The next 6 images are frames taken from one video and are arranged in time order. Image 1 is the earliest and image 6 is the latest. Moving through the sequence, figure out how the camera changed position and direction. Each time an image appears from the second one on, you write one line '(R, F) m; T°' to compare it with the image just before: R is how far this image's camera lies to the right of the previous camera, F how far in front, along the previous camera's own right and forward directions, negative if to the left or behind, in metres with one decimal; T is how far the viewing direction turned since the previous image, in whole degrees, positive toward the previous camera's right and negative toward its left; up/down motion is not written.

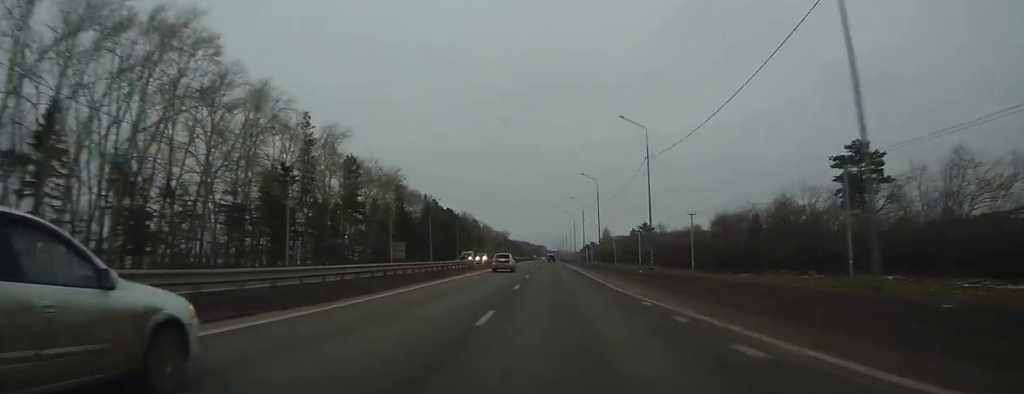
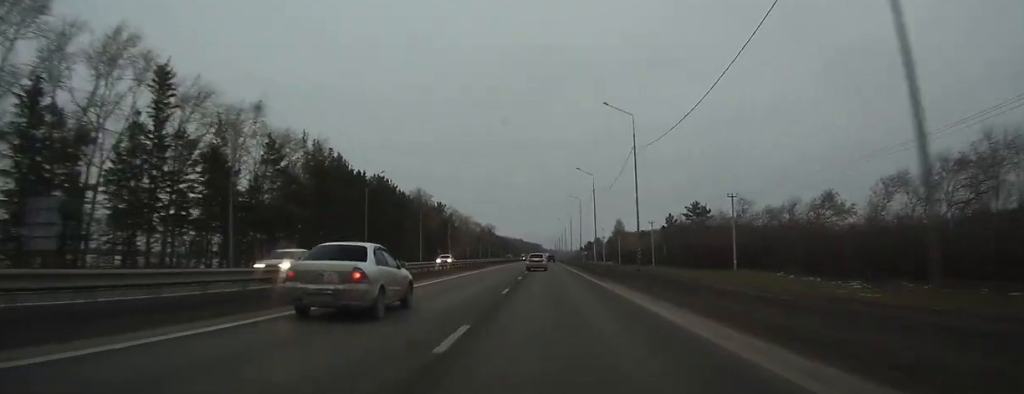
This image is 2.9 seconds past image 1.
(0.0, +74.7) m; 0°
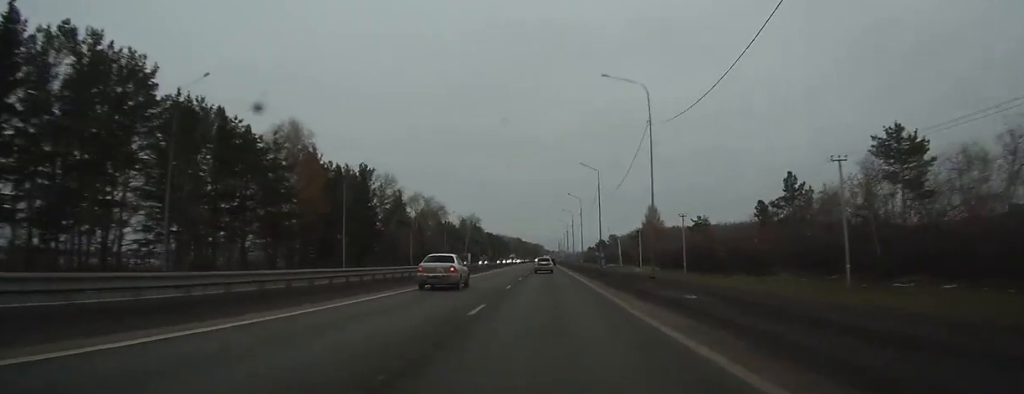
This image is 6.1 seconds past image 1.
(0.0, +79.3) m; 0°
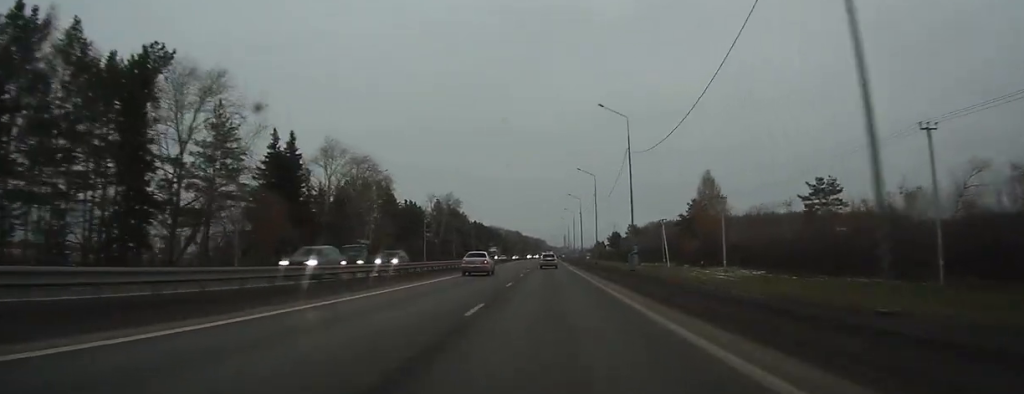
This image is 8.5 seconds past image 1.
(-0.2, +61.8) m; 0°
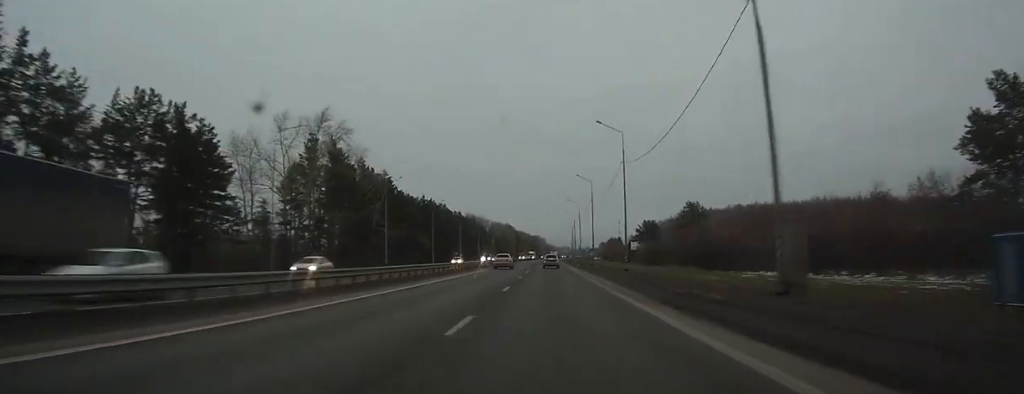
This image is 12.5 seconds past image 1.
(+0.5, +99.5) m; +1°
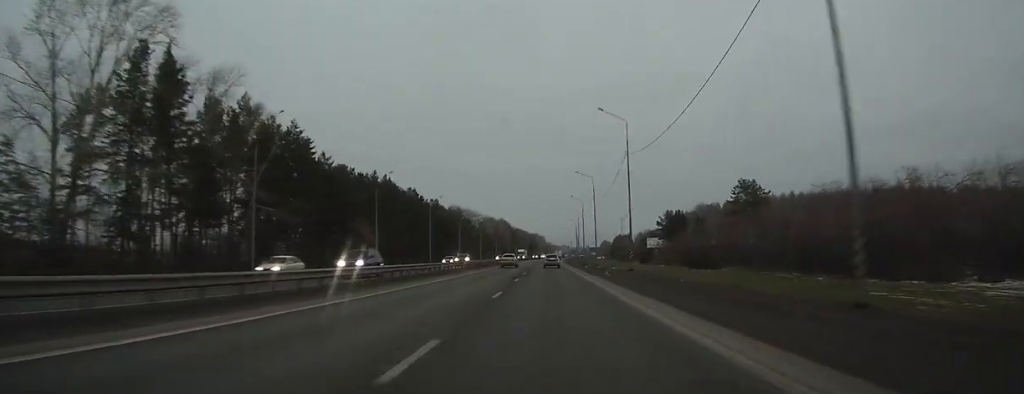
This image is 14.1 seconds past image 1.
(+0.1, +39.8) m; 0°
